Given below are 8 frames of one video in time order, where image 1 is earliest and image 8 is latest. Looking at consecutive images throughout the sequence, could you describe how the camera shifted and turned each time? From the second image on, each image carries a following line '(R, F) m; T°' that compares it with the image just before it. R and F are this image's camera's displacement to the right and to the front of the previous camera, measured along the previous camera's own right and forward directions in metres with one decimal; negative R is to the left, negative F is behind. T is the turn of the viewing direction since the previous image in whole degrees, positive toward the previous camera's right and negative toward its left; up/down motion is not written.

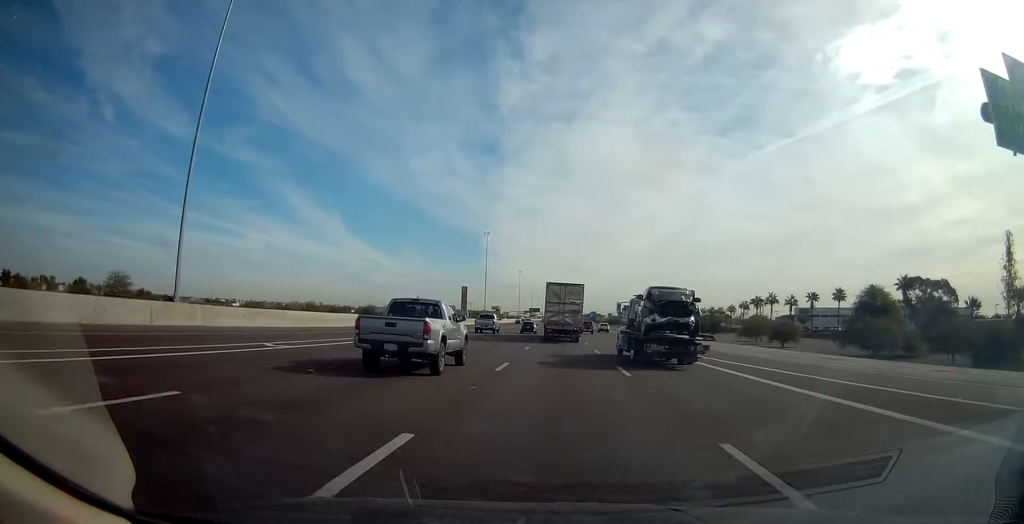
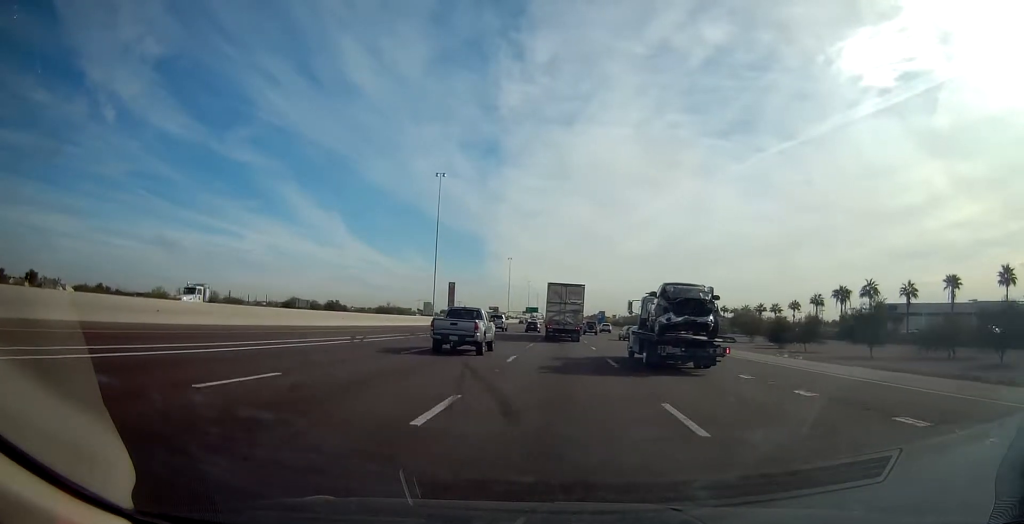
(-1.7, +56.1) m; -3°
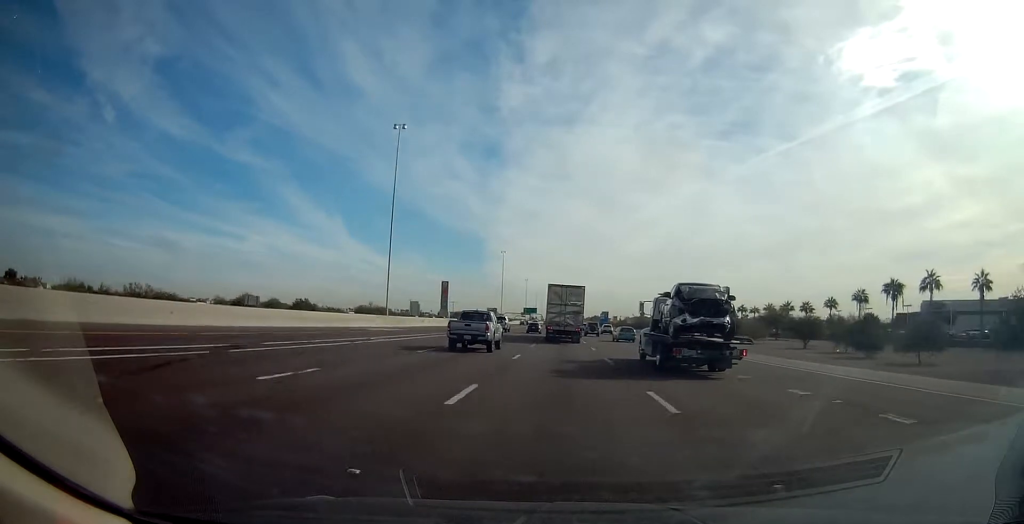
(-0.2, +21.9) m; +1°
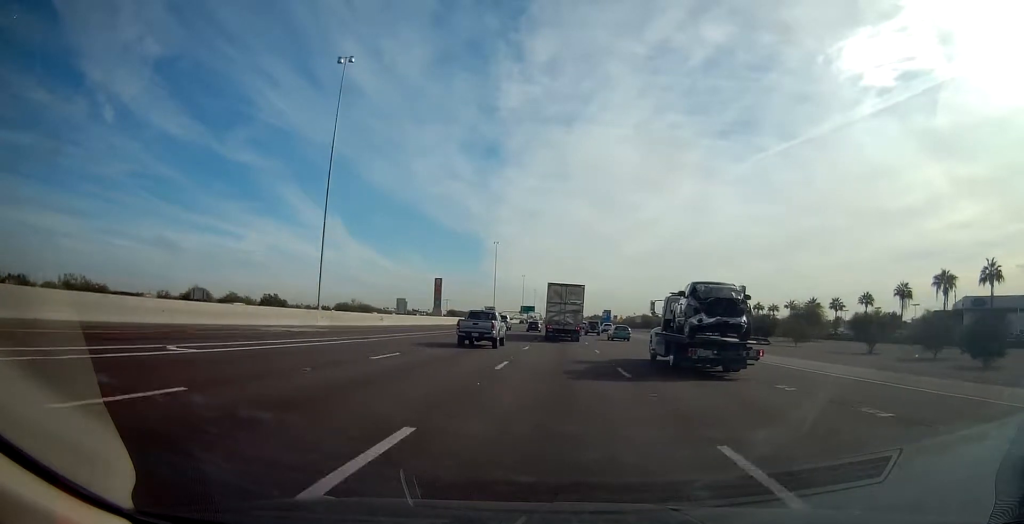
(+0.3, +17.3) m; +1°
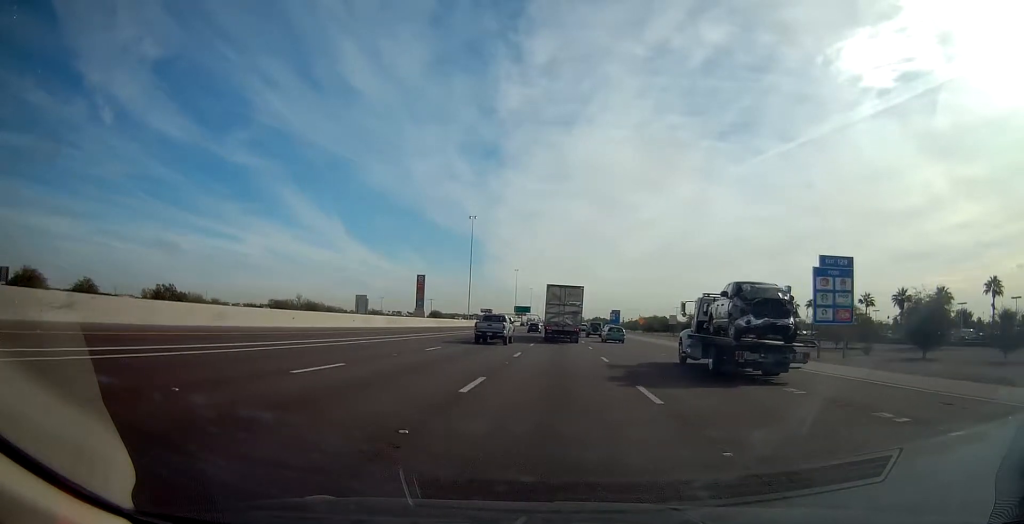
(+0.7, +41.5) m; +1°
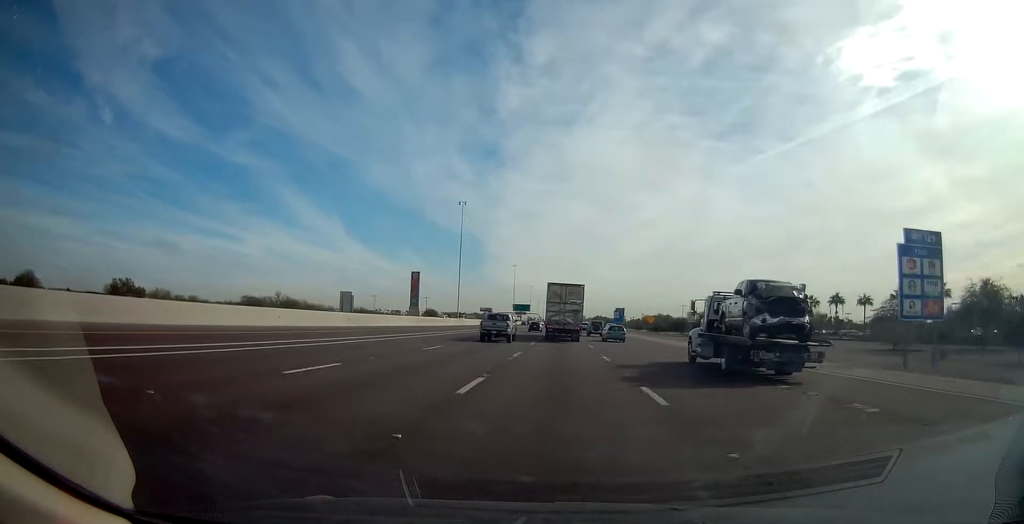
(0.0, +12.6) m; 0°
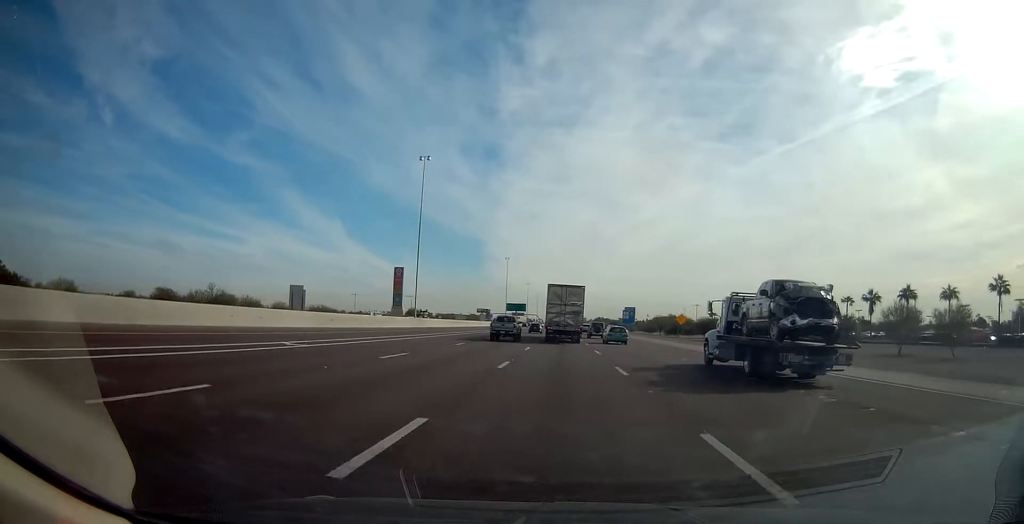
(-0.2, +30.0) m; -1°
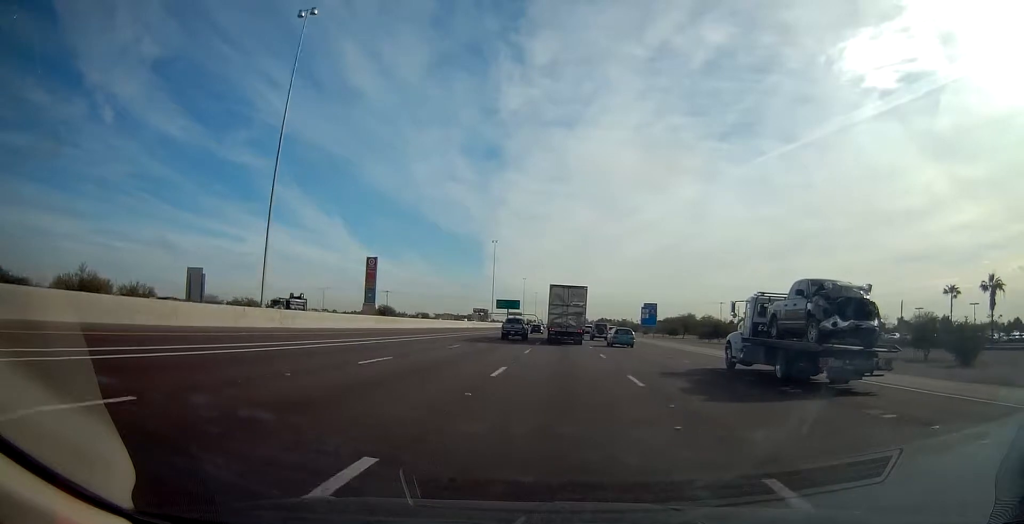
(-0.4, +38.8) m; +1°
